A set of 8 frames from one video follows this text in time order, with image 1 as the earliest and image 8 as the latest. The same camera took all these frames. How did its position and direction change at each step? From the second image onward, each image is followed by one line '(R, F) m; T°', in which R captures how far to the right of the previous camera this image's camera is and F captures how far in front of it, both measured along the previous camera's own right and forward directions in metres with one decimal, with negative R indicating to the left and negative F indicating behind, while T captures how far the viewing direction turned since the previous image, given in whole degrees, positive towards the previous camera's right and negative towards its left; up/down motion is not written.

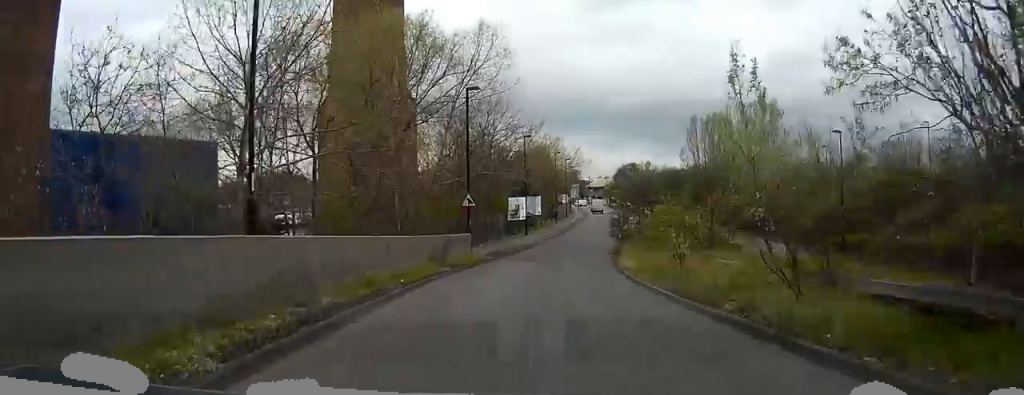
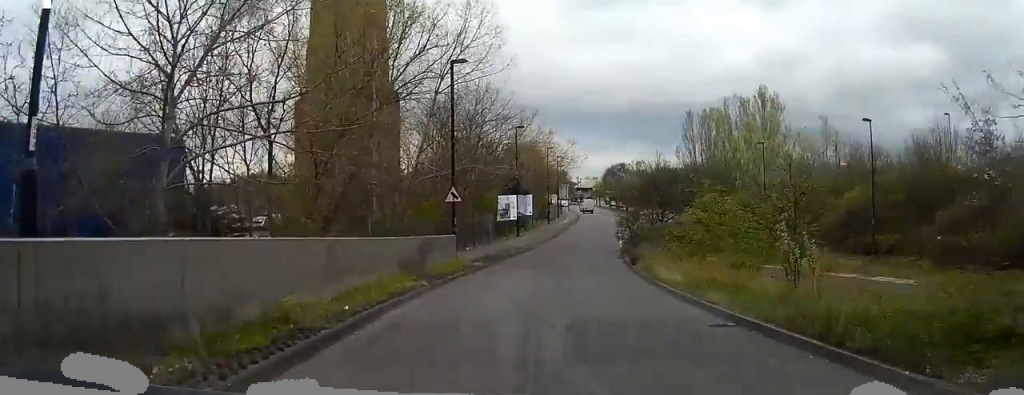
(+0.3, +5.8) m; +3°
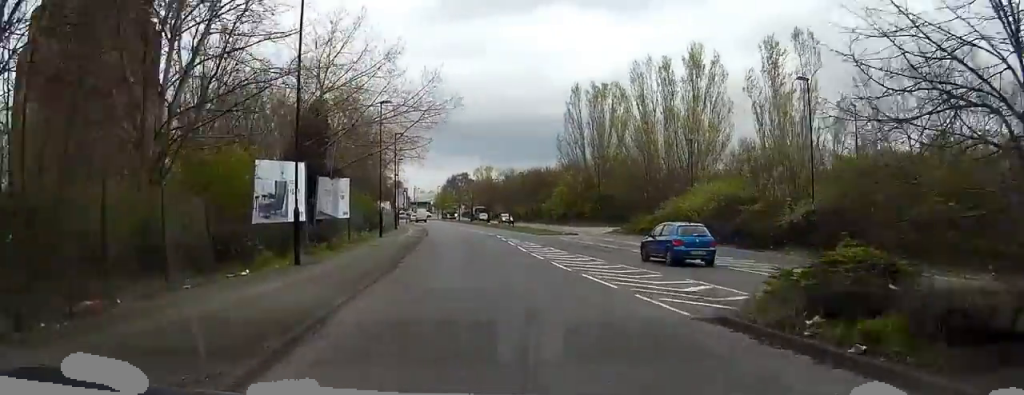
(+0.1, +35.4) m; 0°
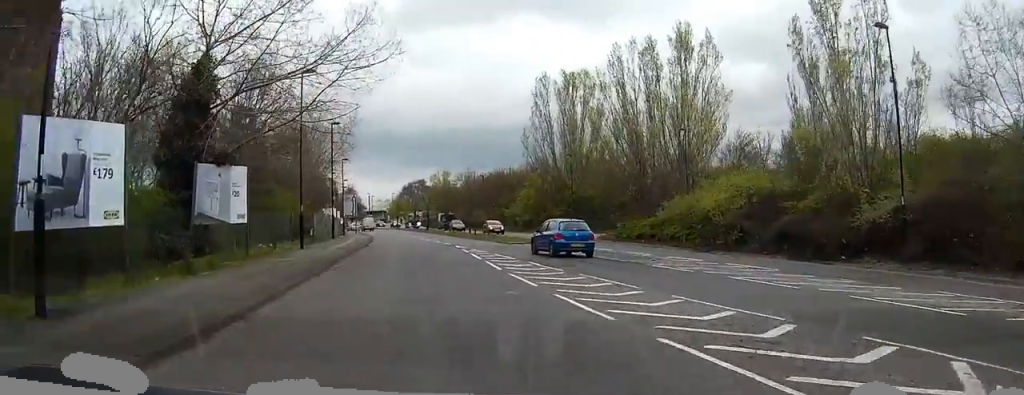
(0.0, +11.1) m; 0°
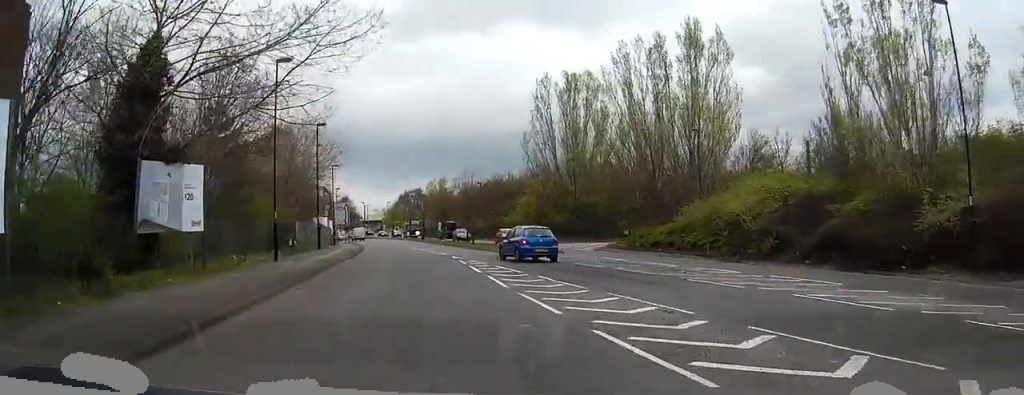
(0.0, +4.2) m; +1°
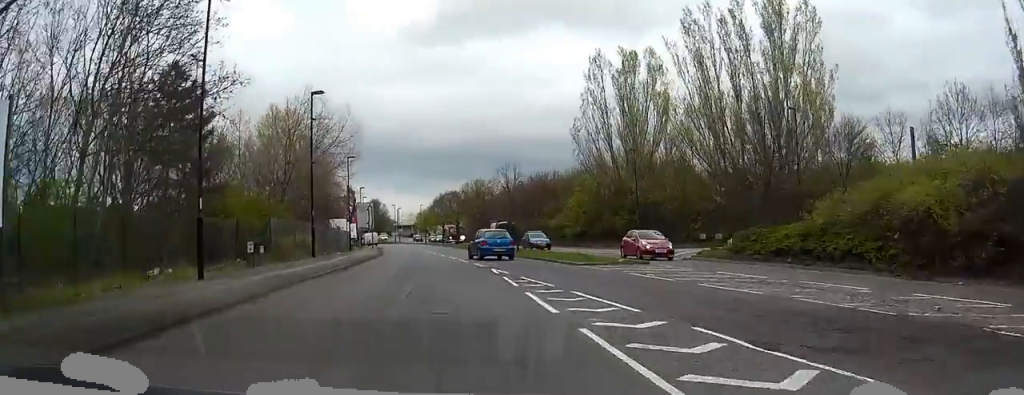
(+0.2, +12.1) m; +2°
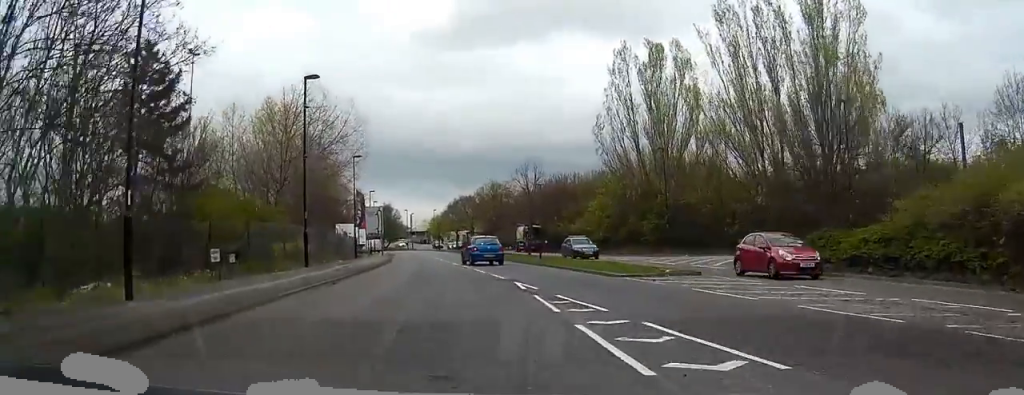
(0.0, +5.0) m; 0°
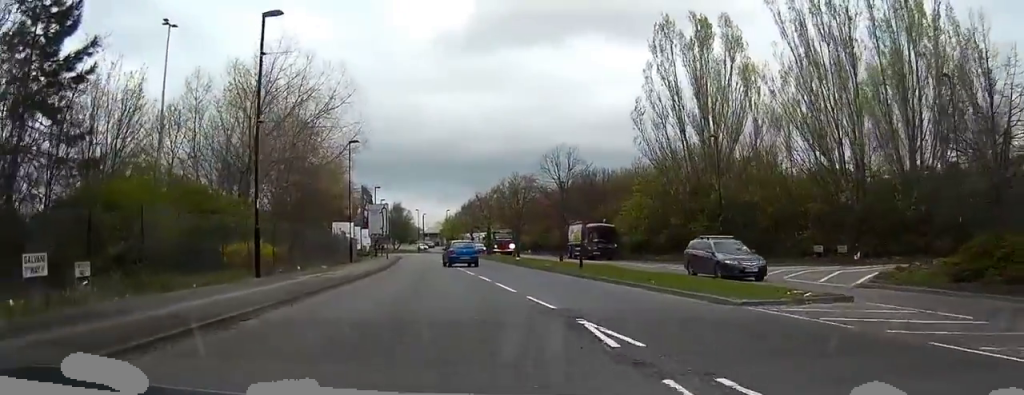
(0.0, +9.6) m; 0°
